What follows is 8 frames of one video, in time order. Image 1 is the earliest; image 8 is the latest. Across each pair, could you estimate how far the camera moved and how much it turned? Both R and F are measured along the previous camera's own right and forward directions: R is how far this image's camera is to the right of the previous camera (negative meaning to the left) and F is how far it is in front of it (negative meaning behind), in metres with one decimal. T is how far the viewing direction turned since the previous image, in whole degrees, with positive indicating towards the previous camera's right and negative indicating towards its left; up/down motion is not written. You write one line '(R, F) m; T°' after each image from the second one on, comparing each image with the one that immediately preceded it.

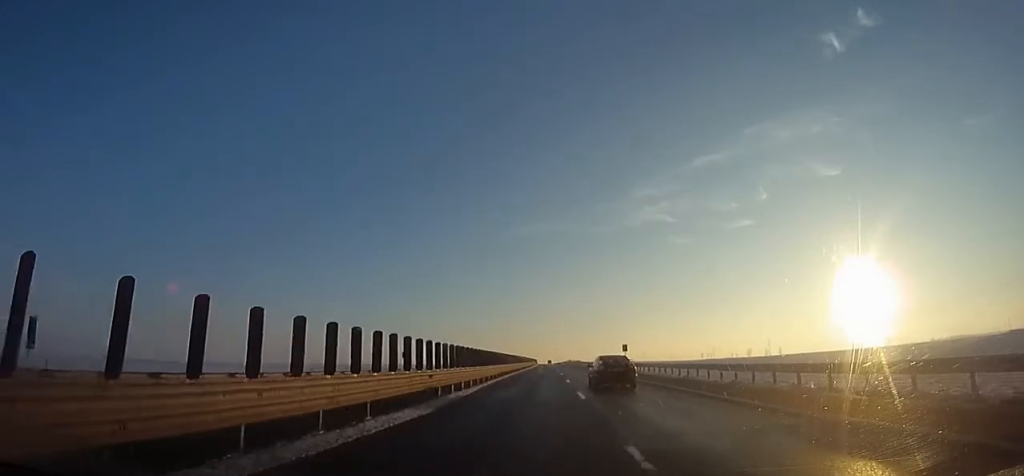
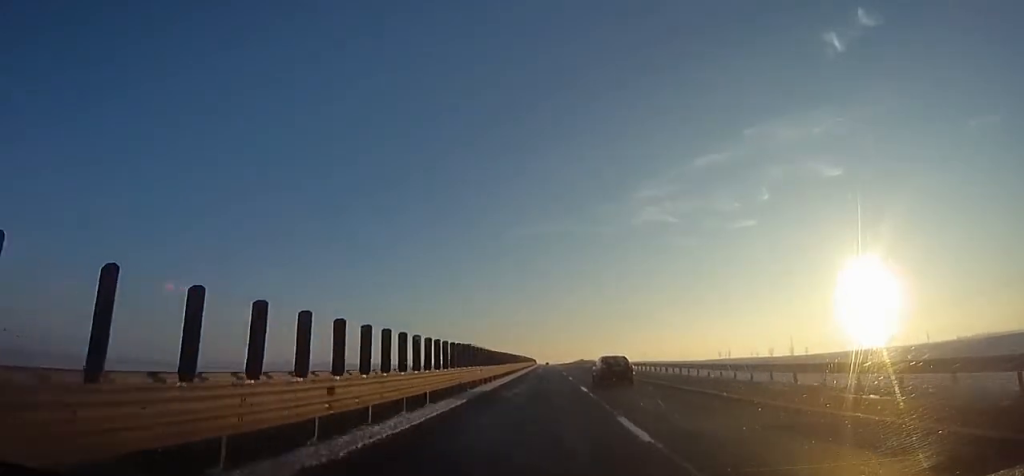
(-0.2, +93.3) m; 0°
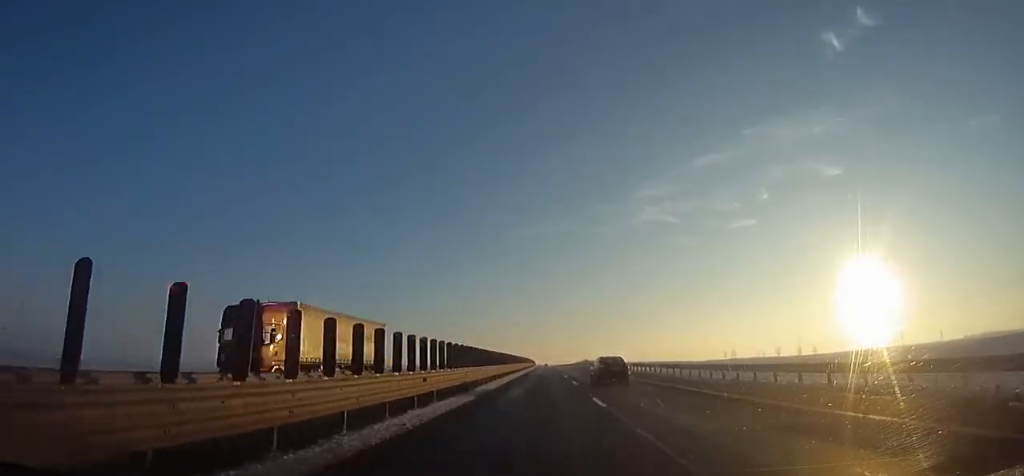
(-0.2, +30.3) m; 0°
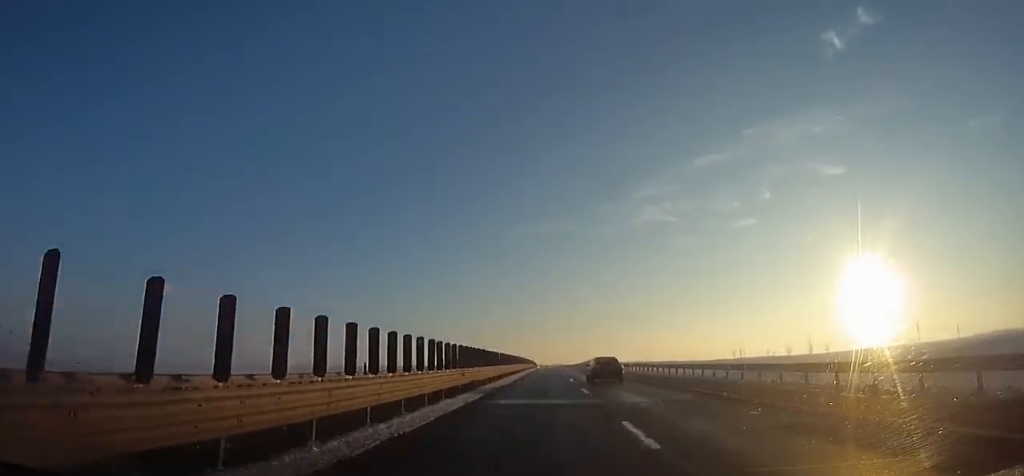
(0.0, +30.2) m; 0°
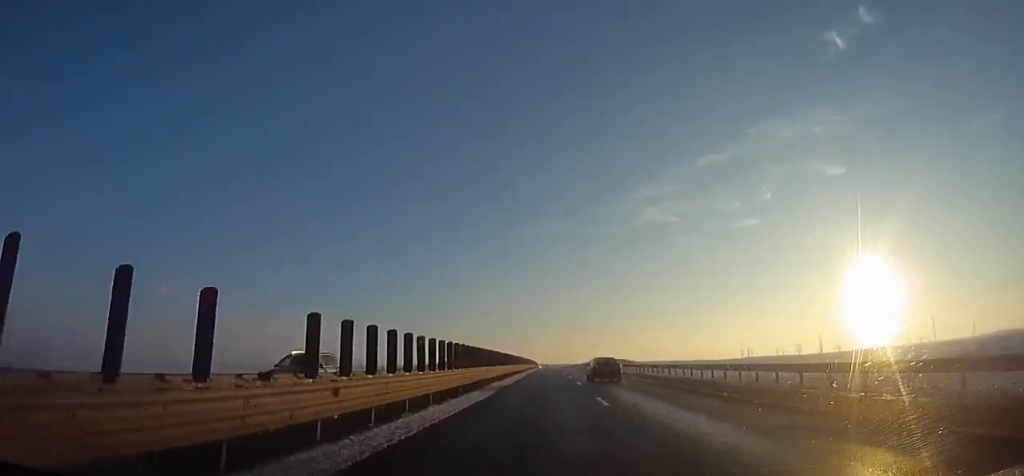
(+0.1, +29.1) m; 0°
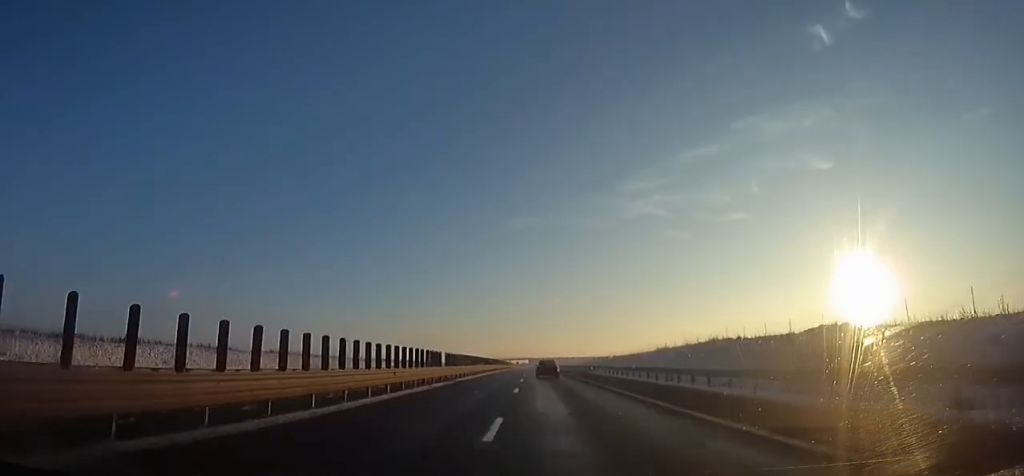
(+0.6, +150.1) m; 0°
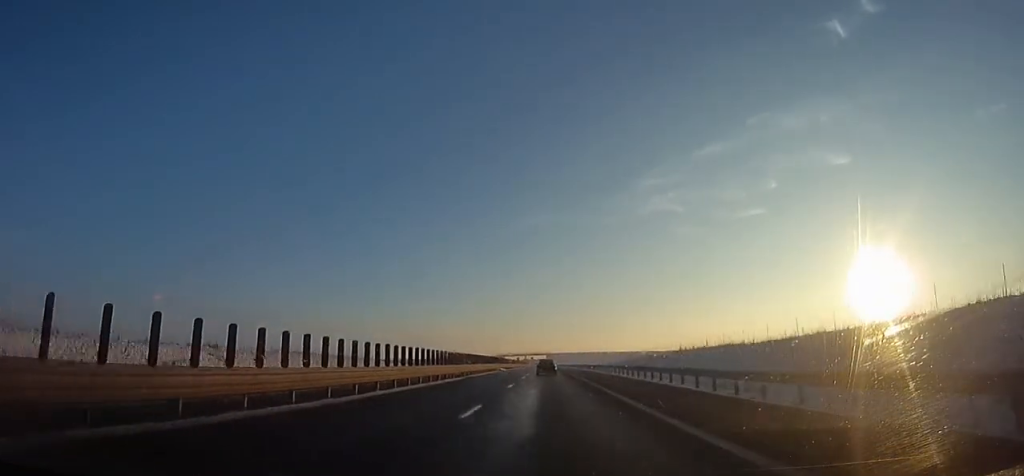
(-0.6, +70.1) m; -1°
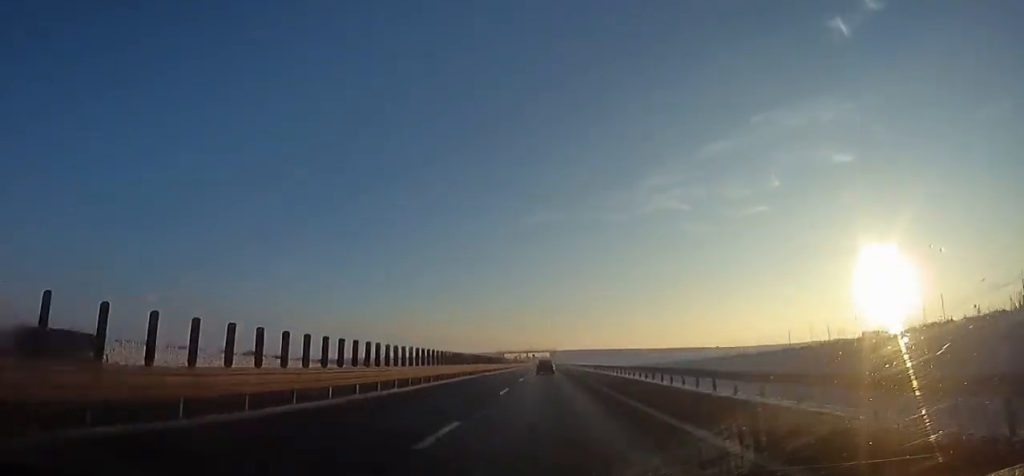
(-0.1, +52.2) m; -1°
